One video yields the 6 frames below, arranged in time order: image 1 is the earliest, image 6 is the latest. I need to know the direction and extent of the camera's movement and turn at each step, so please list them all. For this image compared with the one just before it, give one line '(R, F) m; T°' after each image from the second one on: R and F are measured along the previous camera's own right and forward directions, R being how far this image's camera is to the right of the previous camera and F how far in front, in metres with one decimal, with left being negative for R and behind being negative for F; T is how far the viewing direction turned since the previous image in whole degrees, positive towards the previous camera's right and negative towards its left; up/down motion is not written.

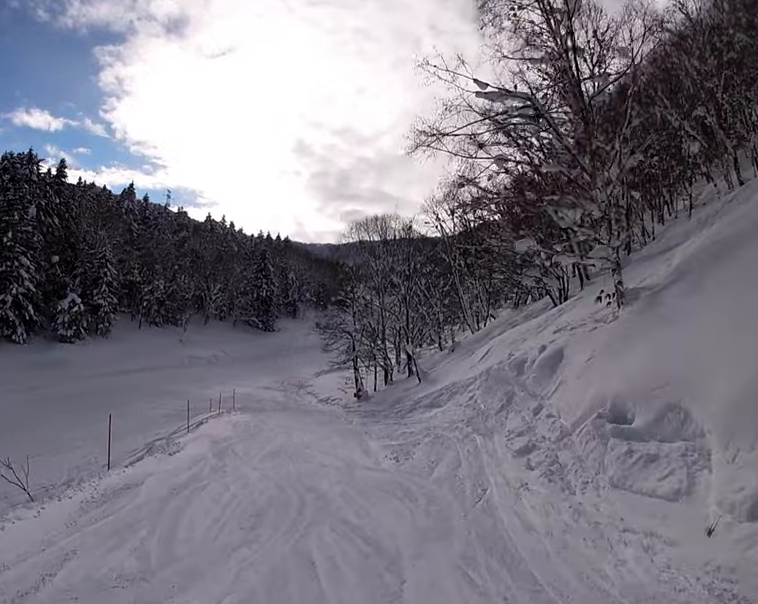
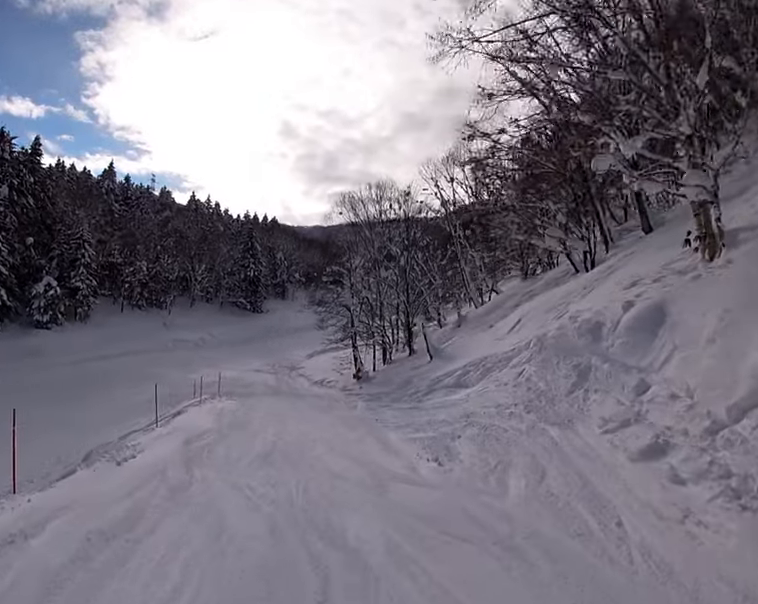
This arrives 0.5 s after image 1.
(-0.5, +3.9) m; 0°
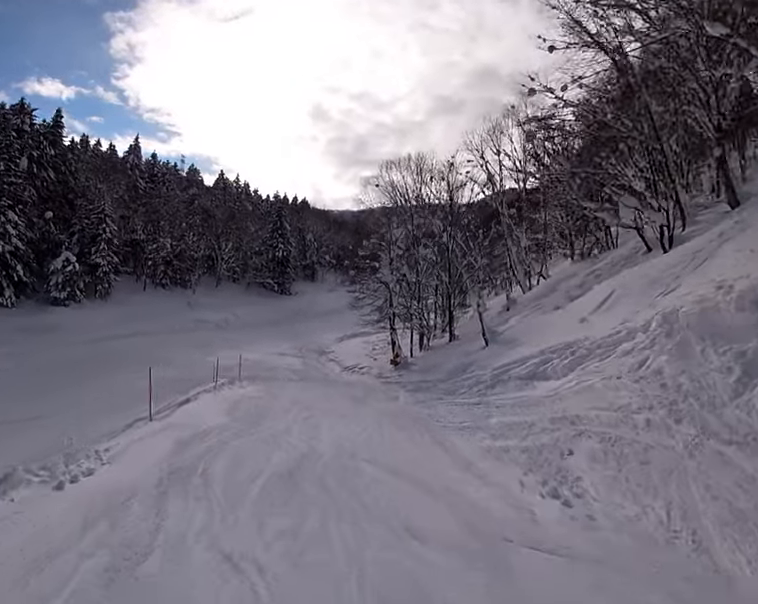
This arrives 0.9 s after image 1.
(-0.4, +3.5) m; 0°
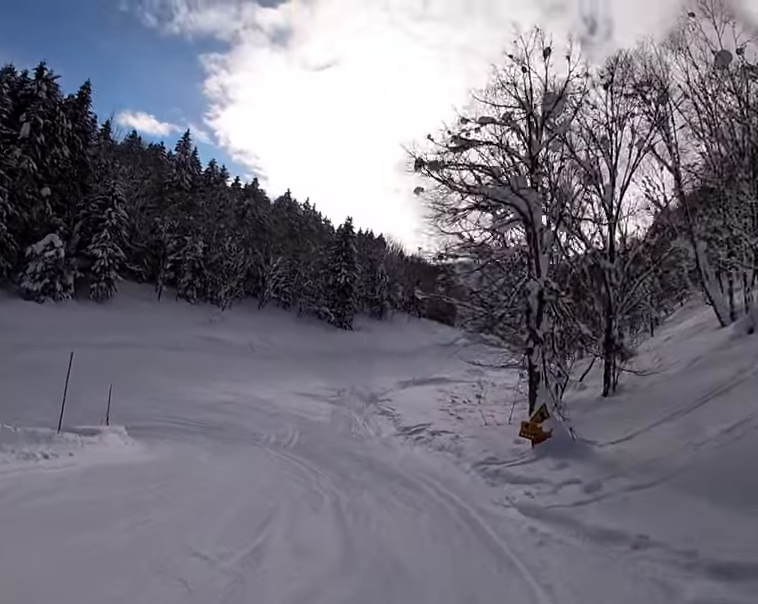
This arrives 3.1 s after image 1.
(-0.6, +17.5) m; -22°
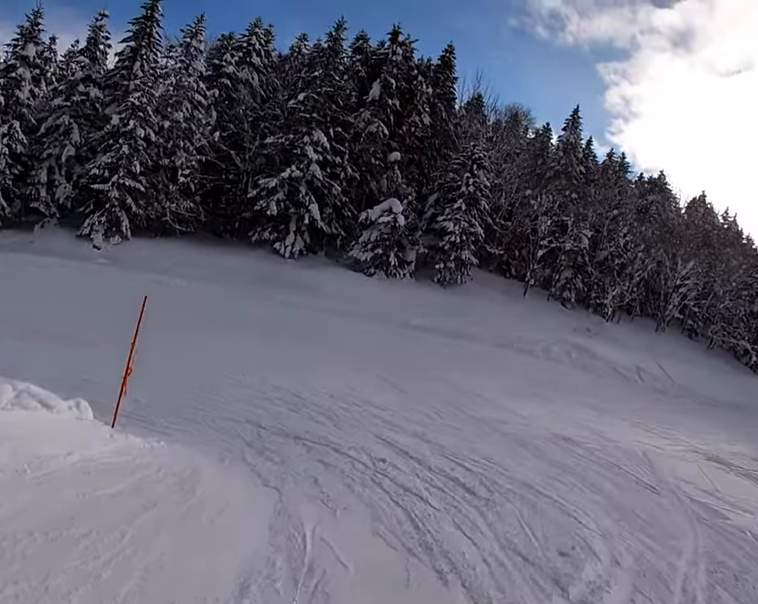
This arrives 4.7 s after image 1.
(-4.5, +9.3) m; -57°
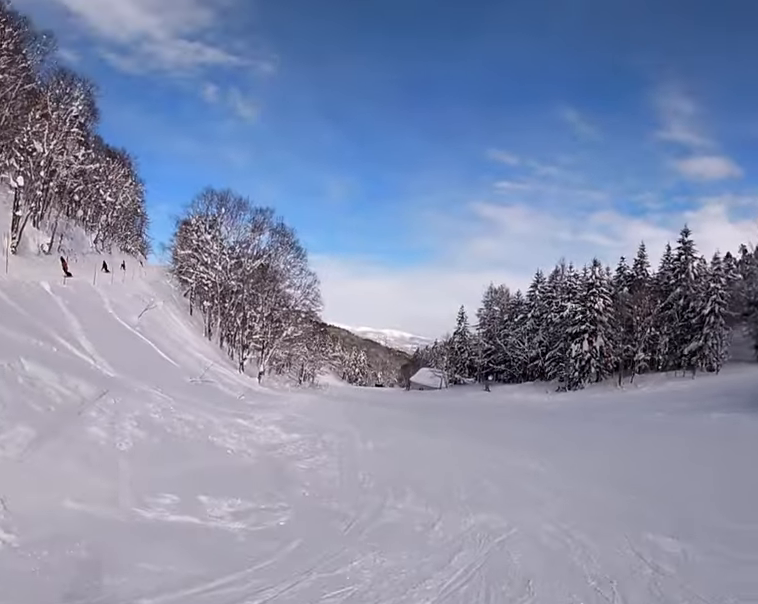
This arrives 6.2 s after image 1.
(-4.2, +7.5) m; -57°
